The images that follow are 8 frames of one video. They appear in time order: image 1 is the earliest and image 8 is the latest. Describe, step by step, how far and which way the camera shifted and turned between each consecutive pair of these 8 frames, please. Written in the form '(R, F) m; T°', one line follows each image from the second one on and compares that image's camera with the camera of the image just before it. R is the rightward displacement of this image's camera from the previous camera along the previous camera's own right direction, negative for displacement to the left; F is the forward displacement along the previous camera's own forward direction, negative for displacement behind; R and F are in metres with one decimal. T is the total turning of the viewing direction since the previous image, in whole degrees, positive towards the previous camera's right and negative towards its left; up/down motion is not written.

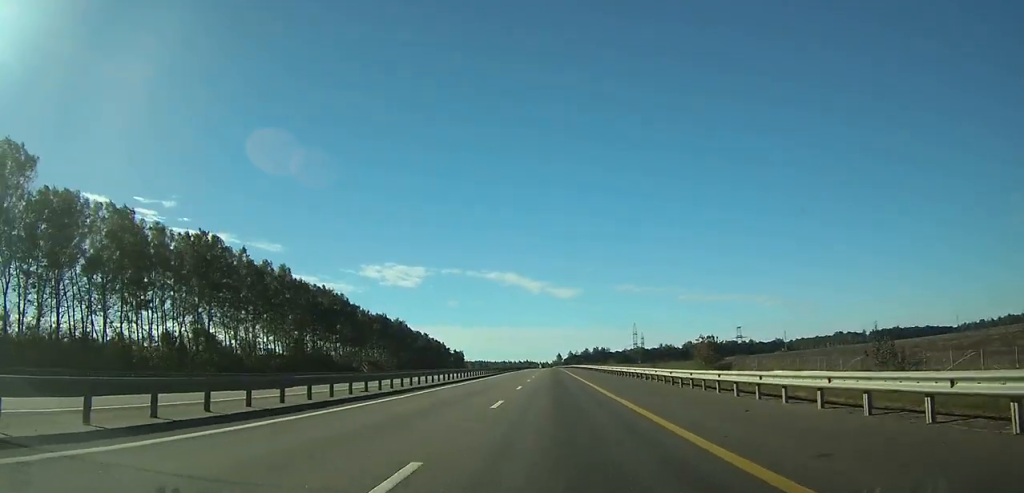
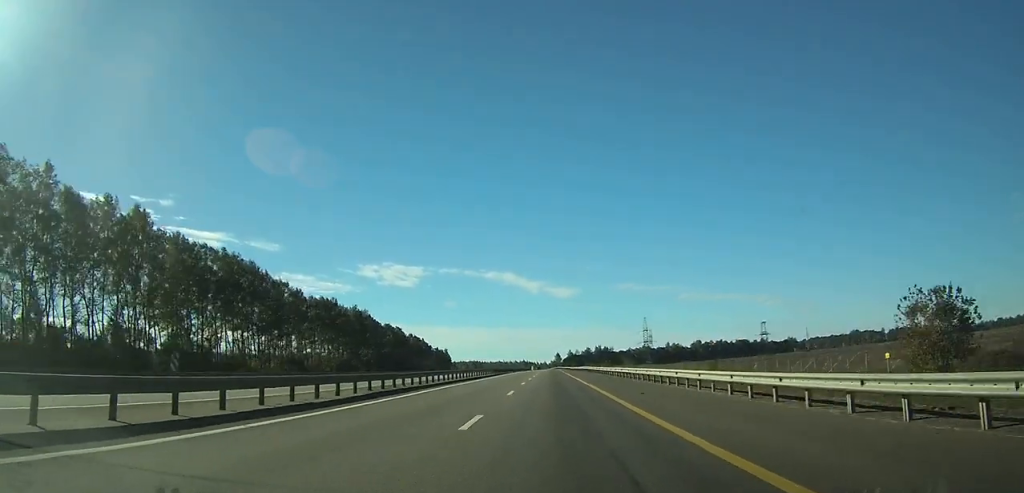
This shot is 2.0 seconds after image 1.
(-0.2, +52.7) m; 0°
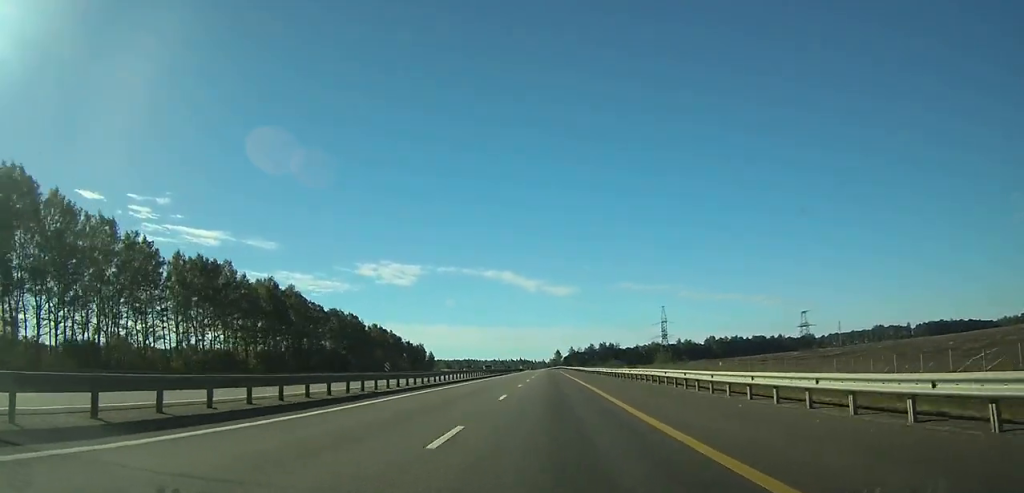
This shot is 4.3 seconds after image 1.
(-0.1, +61.7) m; 0°
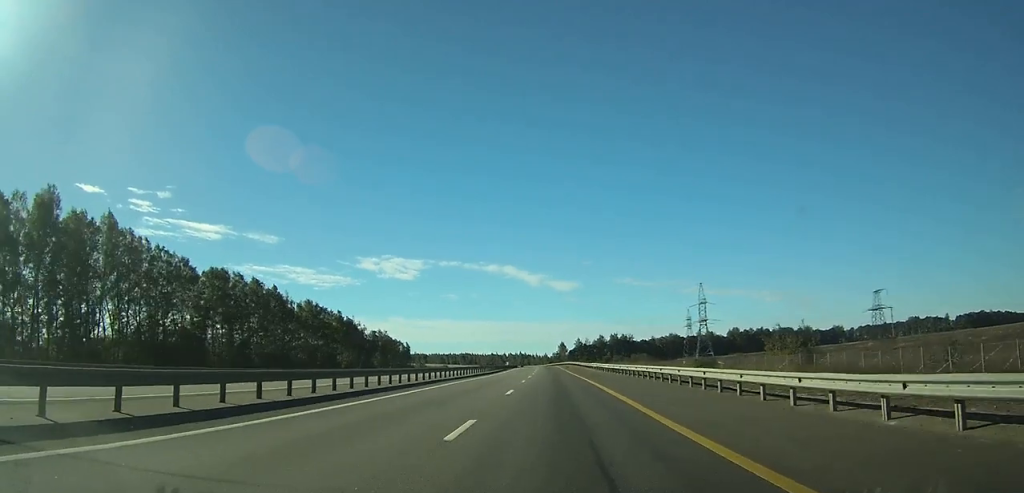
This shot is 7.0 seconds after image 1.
(0.0, +70.8) m; 0°
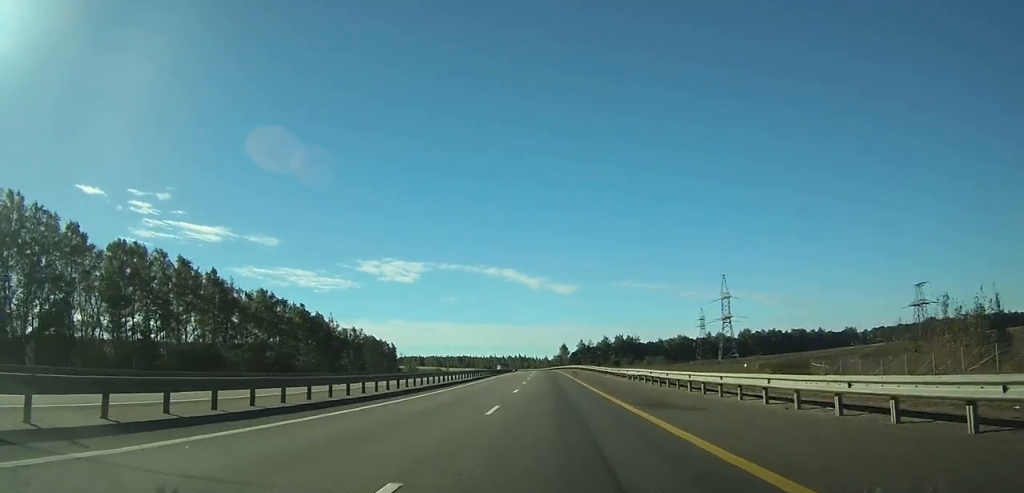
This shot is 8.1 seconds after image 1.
(0.0, +30.1) m; 0°
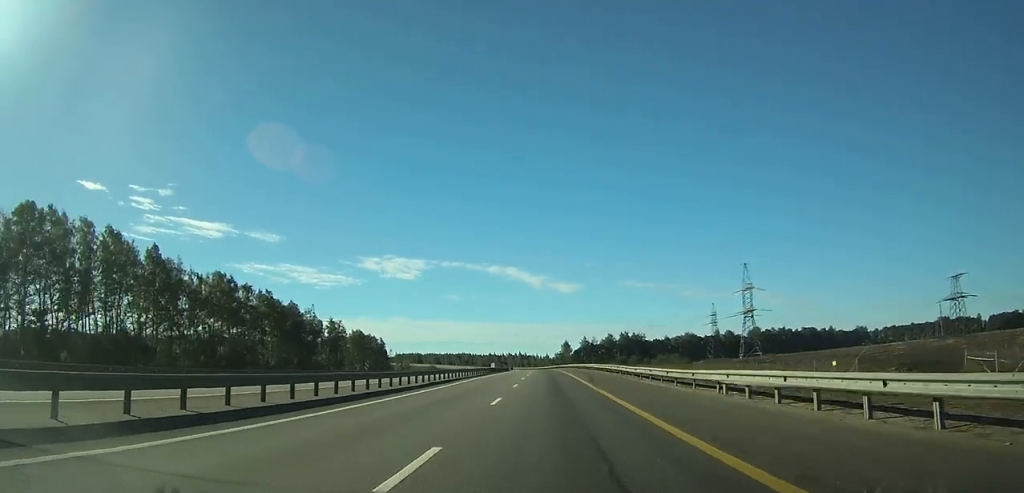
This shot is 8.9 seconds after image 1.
(0.0, +21.3) m; 0°
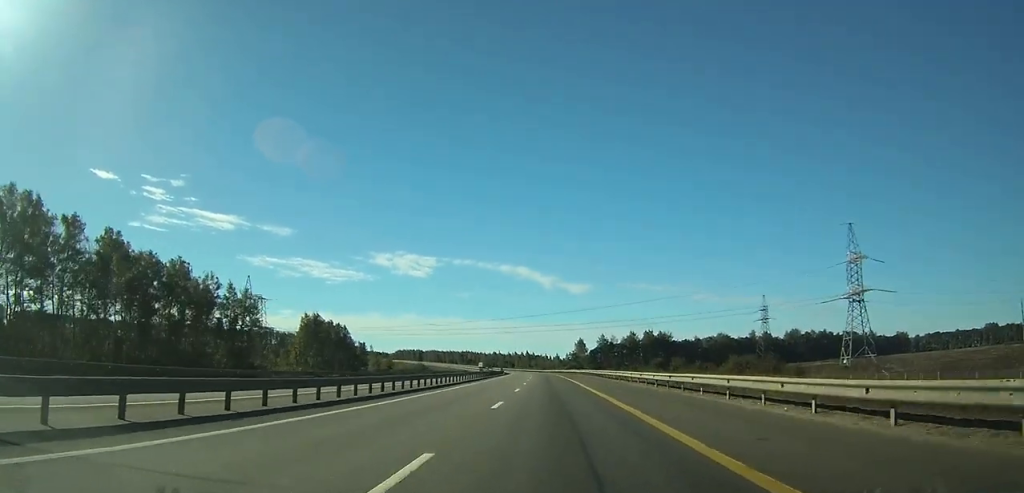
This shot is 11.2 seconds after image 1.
(-0.3, +60.2) m; -1°
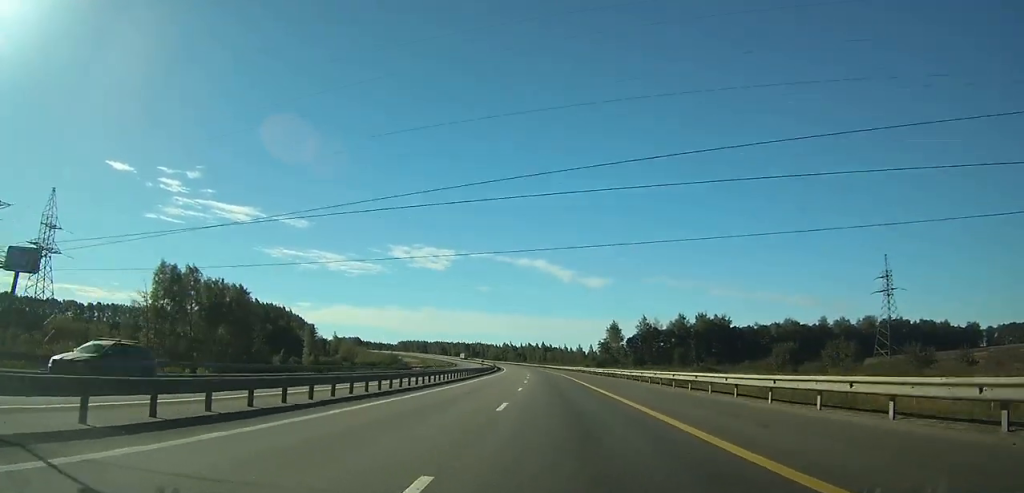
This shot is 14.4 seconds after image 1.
(-1.2, +85.5) m; -2°
